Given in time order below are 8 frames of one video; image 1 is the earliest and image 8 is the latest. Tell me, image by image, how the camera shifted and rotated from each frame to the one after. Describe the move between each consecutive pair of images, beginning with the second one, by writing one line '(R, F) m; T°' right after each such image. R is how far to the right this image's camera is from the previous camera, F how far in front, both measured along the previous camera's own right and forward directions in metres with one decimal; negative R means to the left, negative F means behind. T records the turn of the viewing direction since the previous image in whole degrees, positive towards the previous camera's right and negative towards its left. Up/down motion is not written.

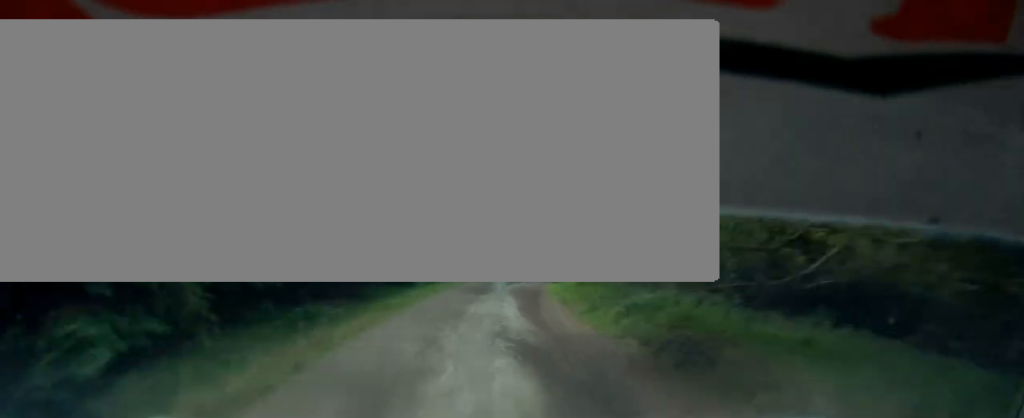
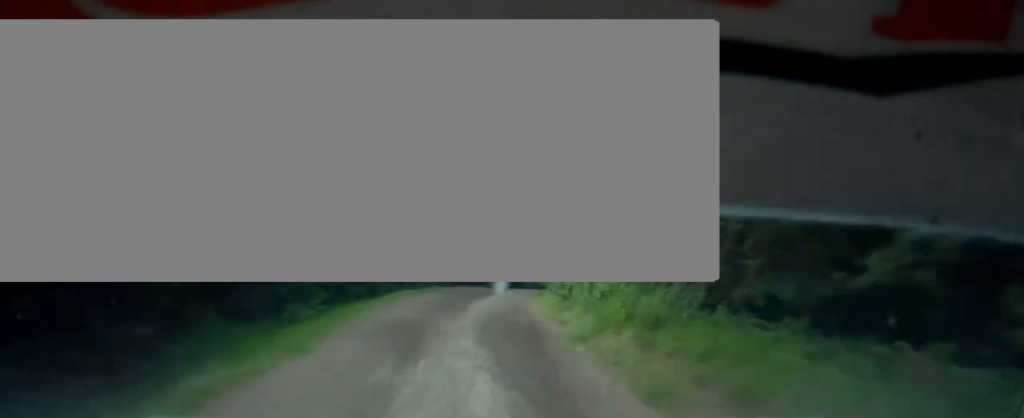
(-0.6, +12.8) m; +2°
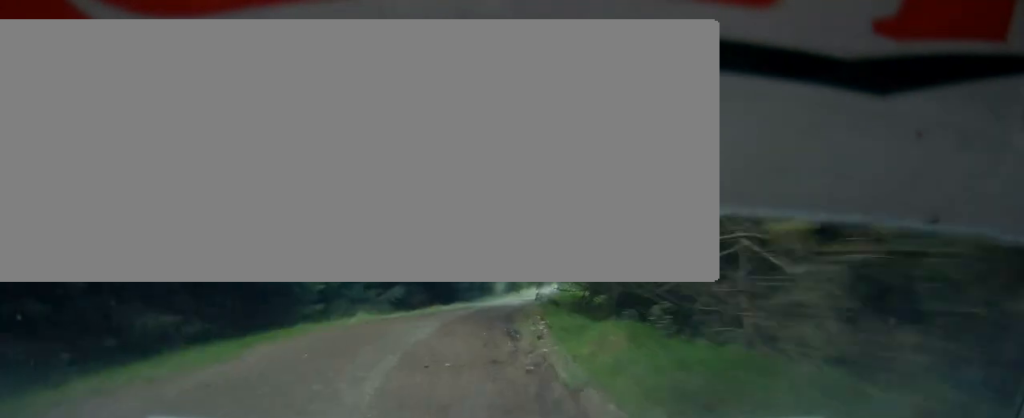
(+4.1, +35.3) m; +15°
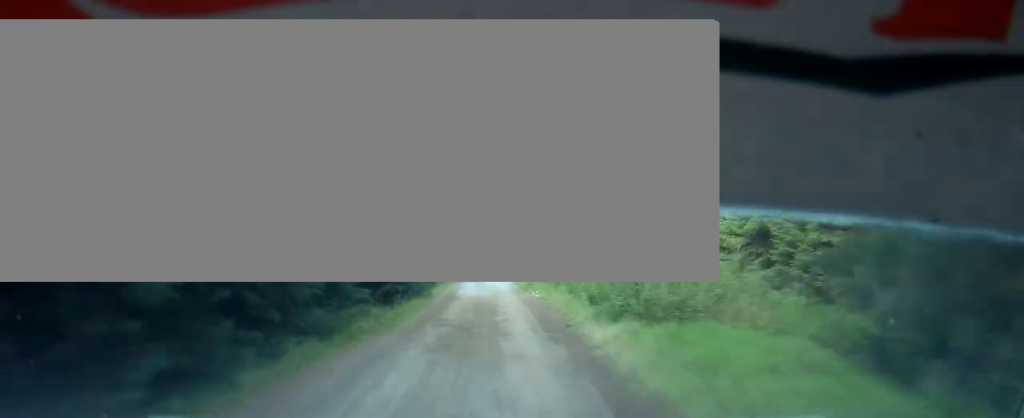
(+4.4, +38.5) m; +8°
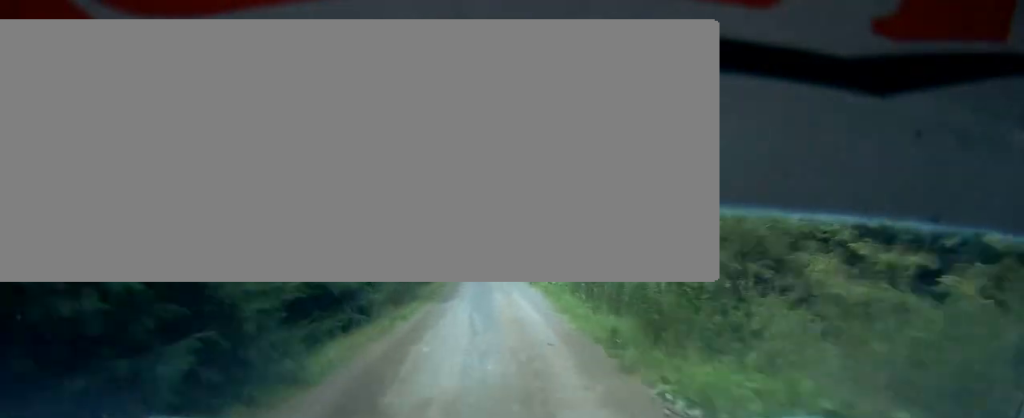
(+0.2, +17.8) m; +2°
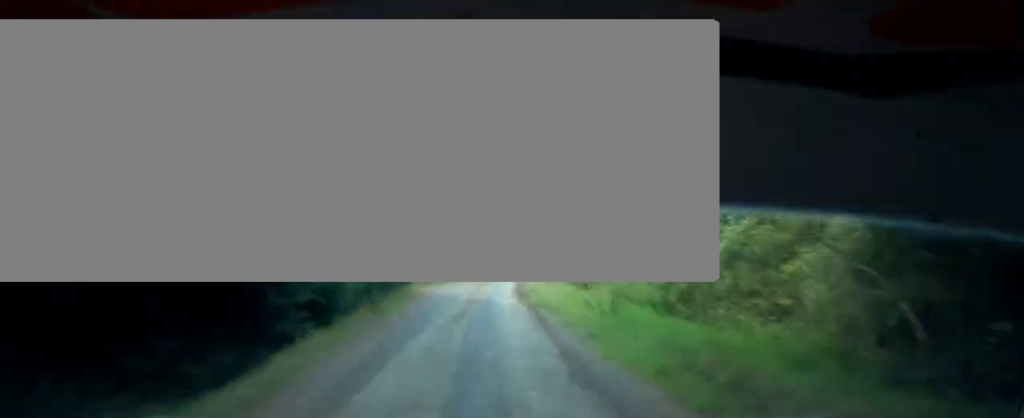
(+1.1, +40.1) m; +2°
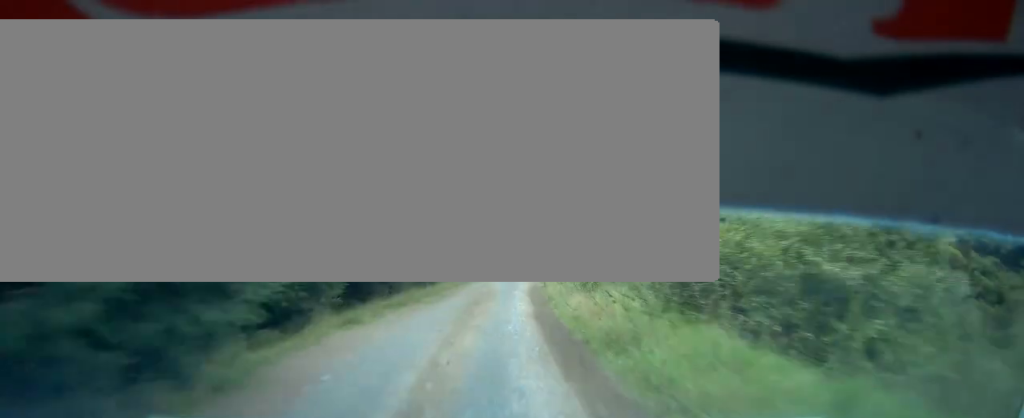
(0.0, +13.2) m; -1°
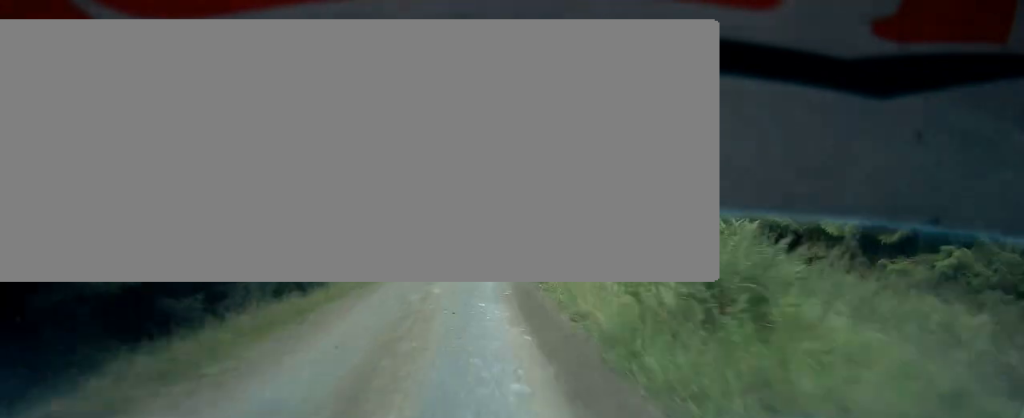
(+0.1, +11.1) m; -1°
